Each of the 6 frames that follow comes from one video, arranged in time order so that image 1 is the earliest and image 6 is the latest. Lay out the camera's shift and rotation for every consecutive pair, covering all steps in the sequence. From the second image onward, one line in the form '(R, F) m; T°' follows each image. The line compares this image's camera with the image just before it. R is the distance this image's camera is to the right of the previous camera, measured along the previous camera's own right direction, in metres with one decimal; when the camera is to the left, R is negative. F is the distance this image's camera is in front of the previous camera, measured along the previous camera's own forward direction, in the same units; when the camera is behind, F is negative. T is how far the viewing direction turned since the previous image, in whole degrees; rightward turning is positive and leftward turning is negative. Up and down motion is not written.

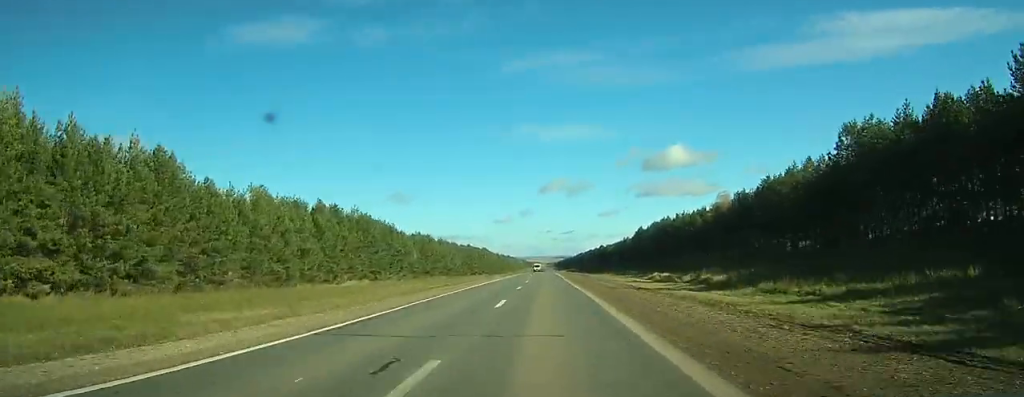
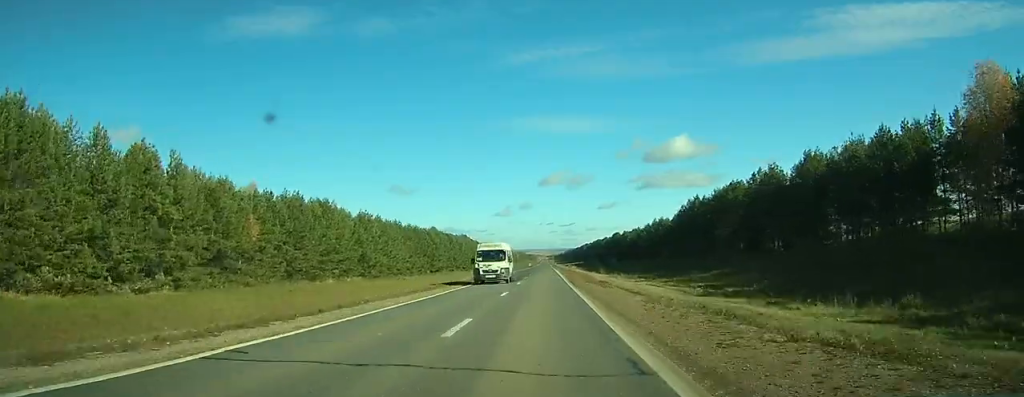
(0.0, +78.5) m; 0°
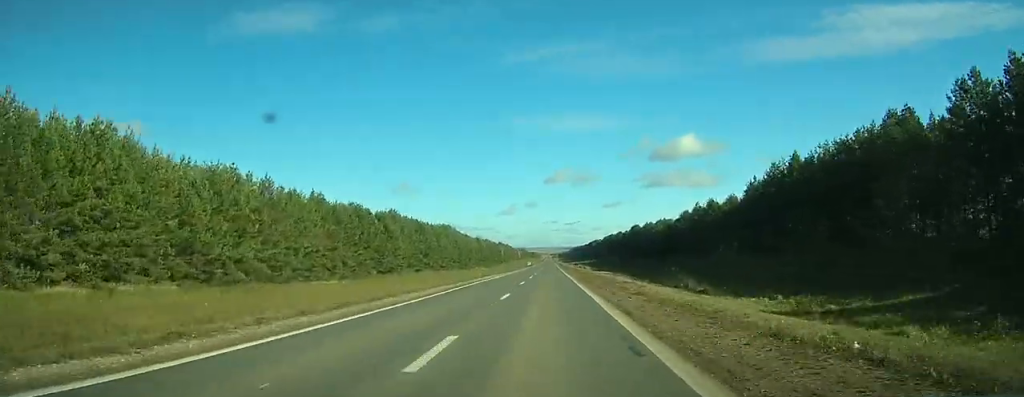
(0.0, +50.7) m; 0°
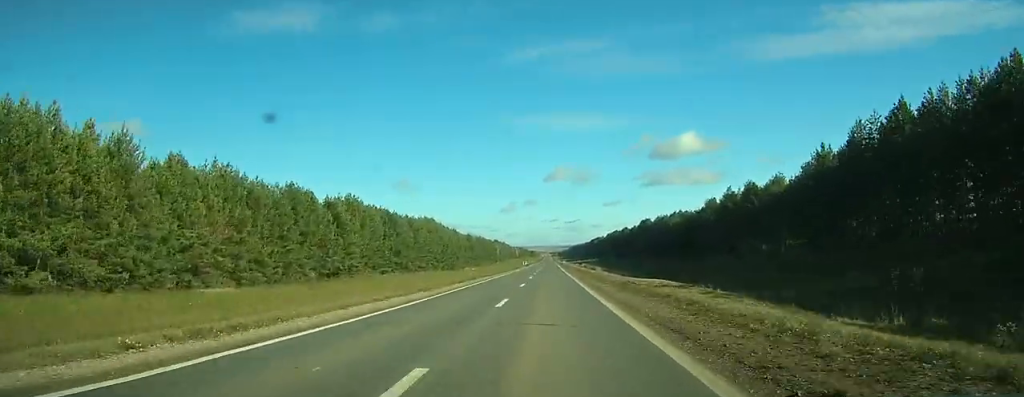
(0.0, +26.5) m; 0°
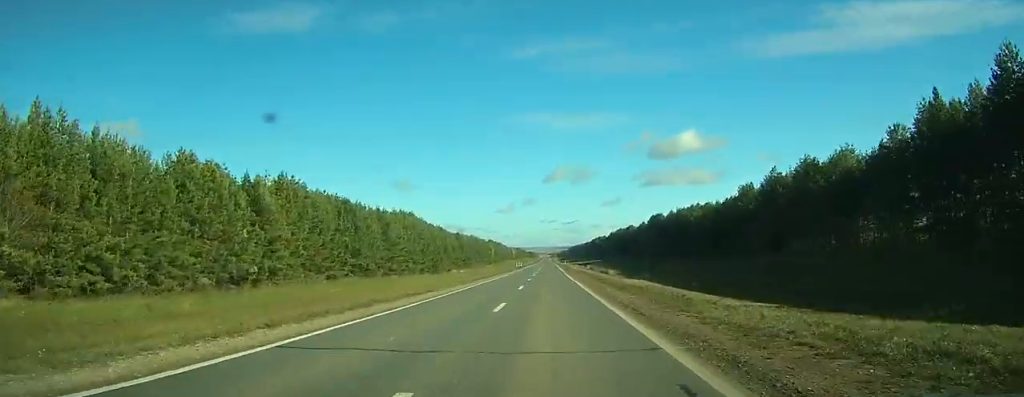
(0.0, +24.7) m; 0°
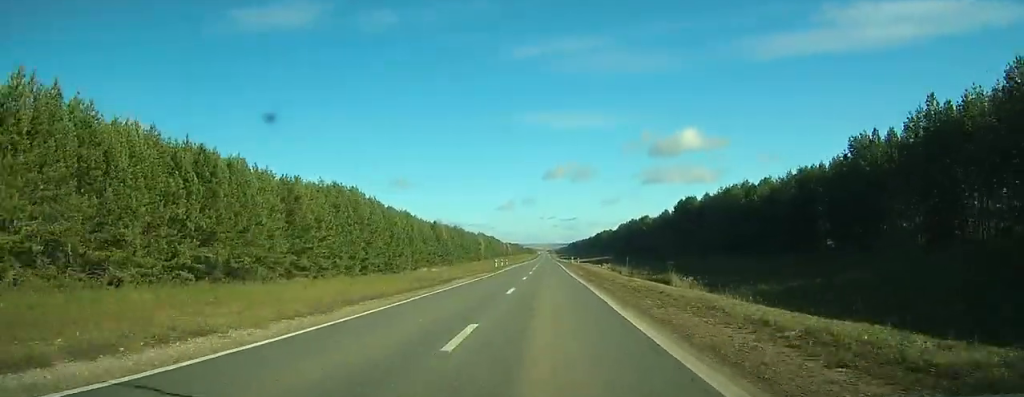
(0.0, +42.2) m; 0°
